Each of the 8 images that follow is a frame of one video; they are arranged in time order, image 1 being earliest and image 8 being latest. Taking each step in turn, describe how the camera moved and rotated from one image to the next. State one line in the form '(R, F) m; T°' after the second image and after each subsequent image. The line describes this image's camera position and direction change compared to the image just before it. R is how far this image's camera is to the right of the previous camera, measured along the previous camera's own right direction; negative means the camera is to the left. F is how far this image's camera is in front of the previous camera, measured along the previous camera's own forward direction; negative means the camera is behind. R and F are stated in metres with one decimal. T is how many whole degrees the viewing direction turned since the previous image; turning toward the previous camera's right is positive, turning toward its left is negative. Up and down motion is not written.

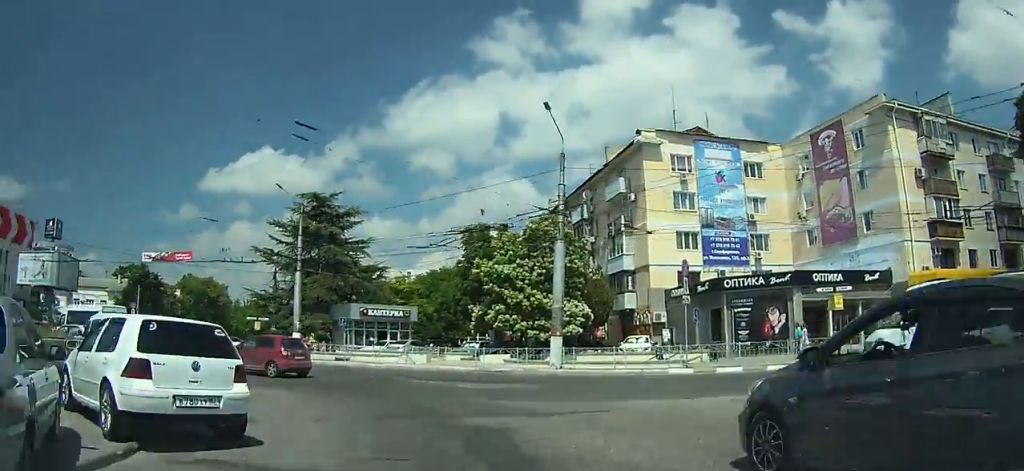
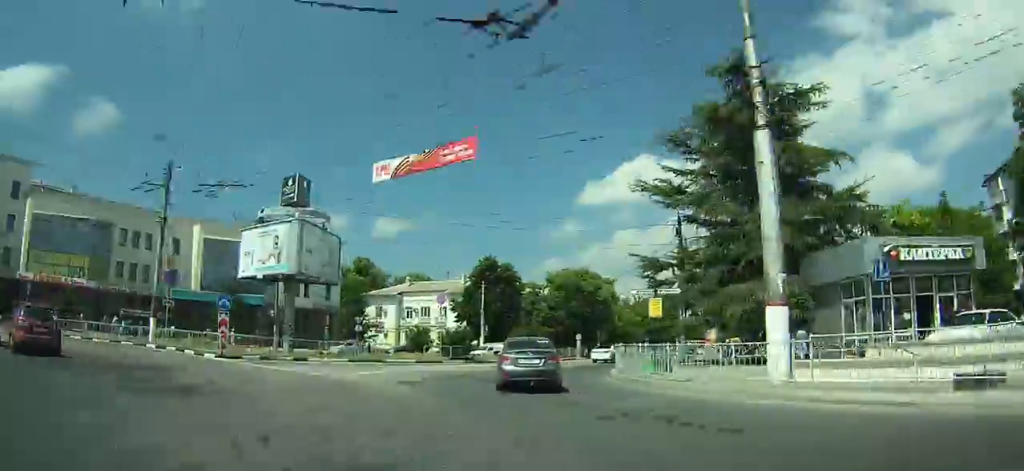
(-6.6, +28.8) m; -17°
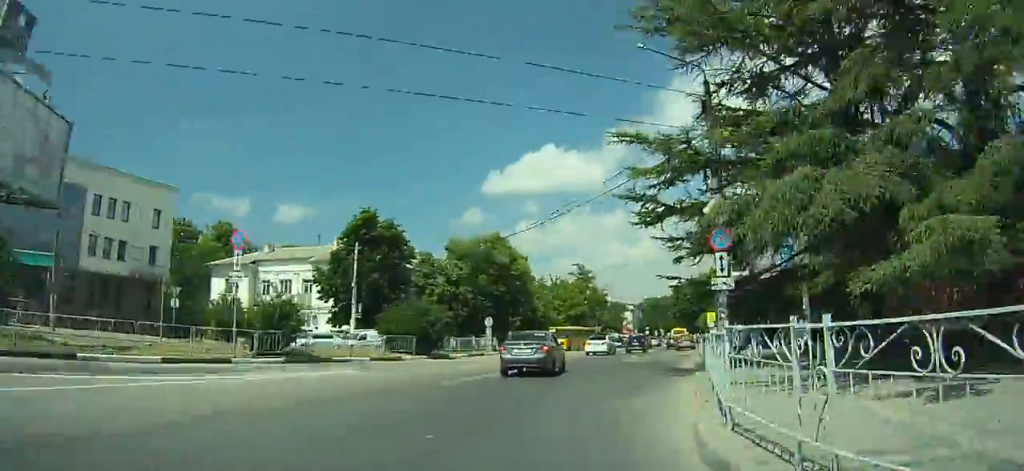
(-0.2, +17.8) m; +6°
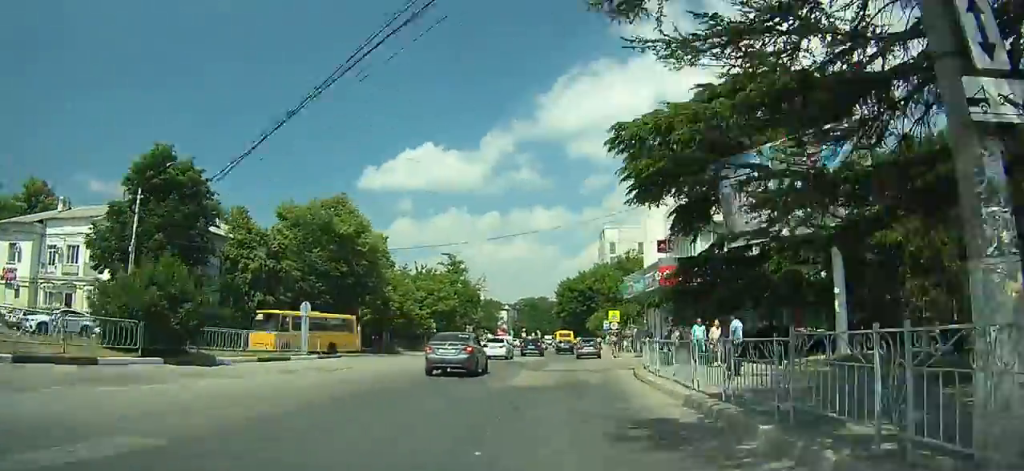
(+1.1, +13.3) m; +6°
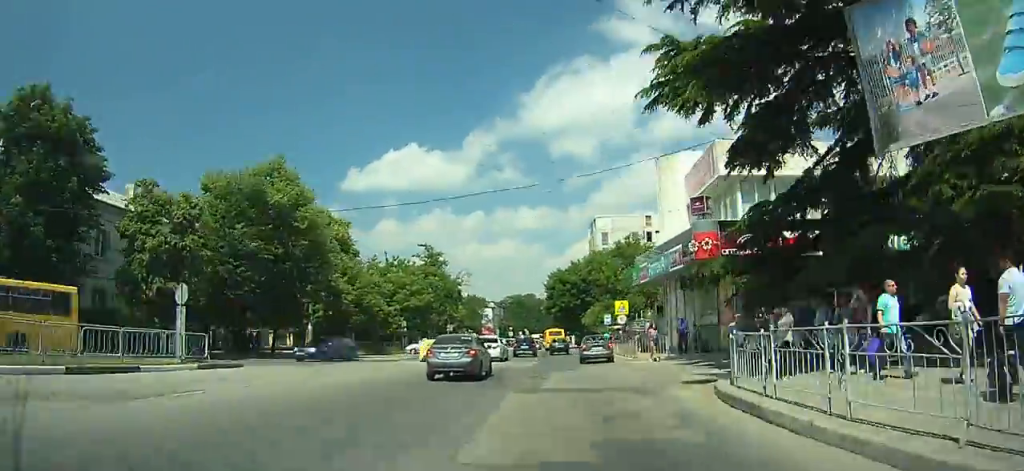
(+0.6, +9.6) m; +4°
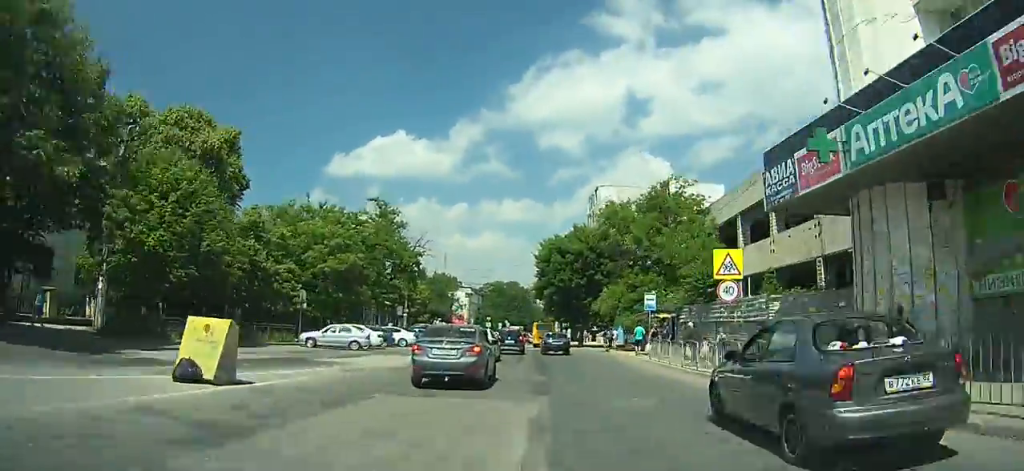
(+1.6, +22.3) m; +4°
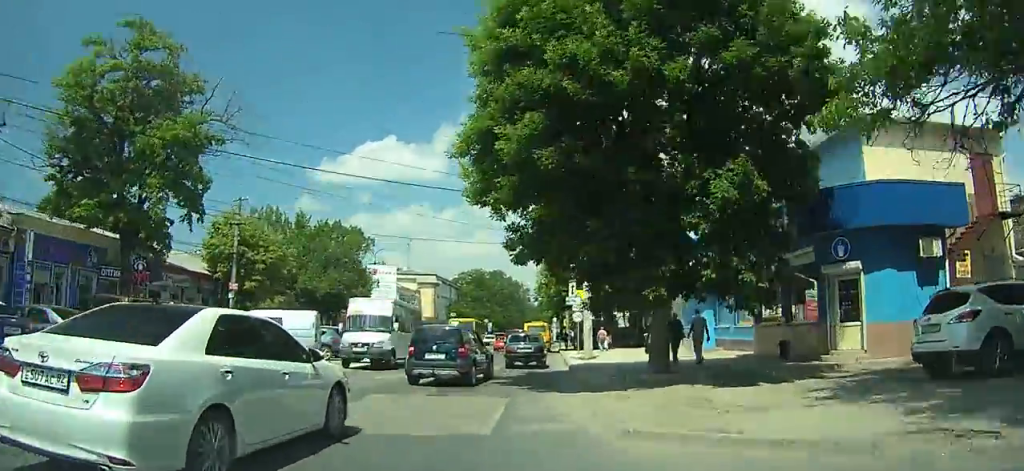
(+0.3, +41.9) m; +2°
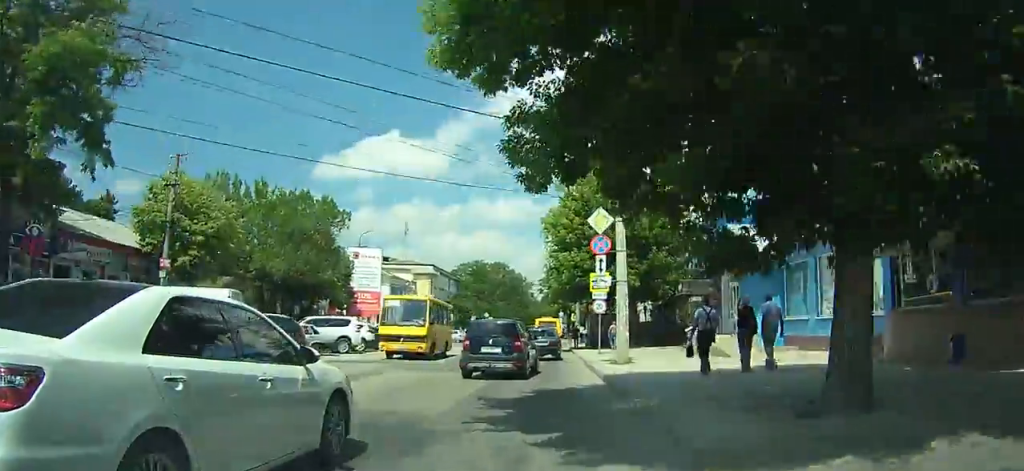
(+0.1, +9.2) m; +1°
